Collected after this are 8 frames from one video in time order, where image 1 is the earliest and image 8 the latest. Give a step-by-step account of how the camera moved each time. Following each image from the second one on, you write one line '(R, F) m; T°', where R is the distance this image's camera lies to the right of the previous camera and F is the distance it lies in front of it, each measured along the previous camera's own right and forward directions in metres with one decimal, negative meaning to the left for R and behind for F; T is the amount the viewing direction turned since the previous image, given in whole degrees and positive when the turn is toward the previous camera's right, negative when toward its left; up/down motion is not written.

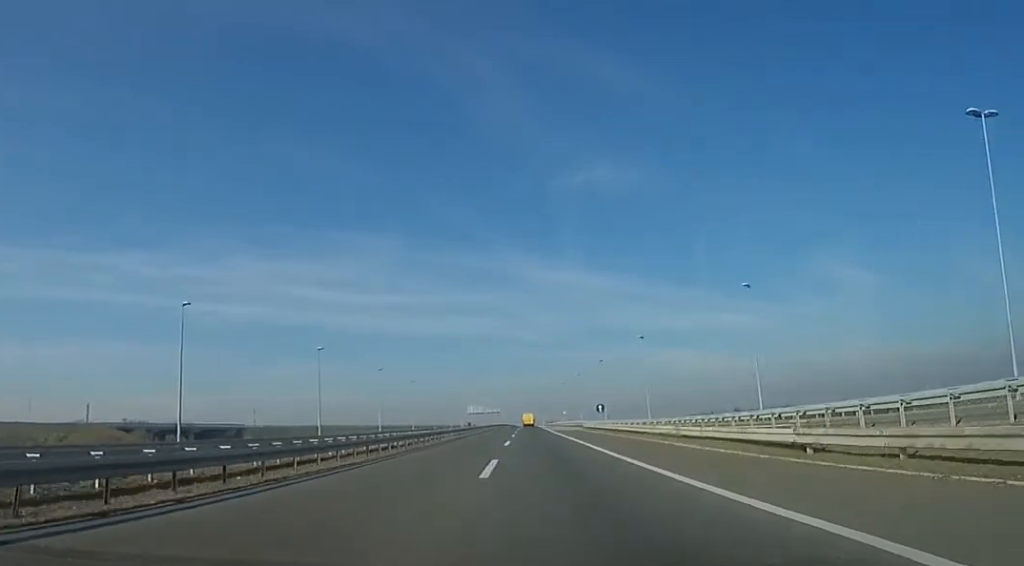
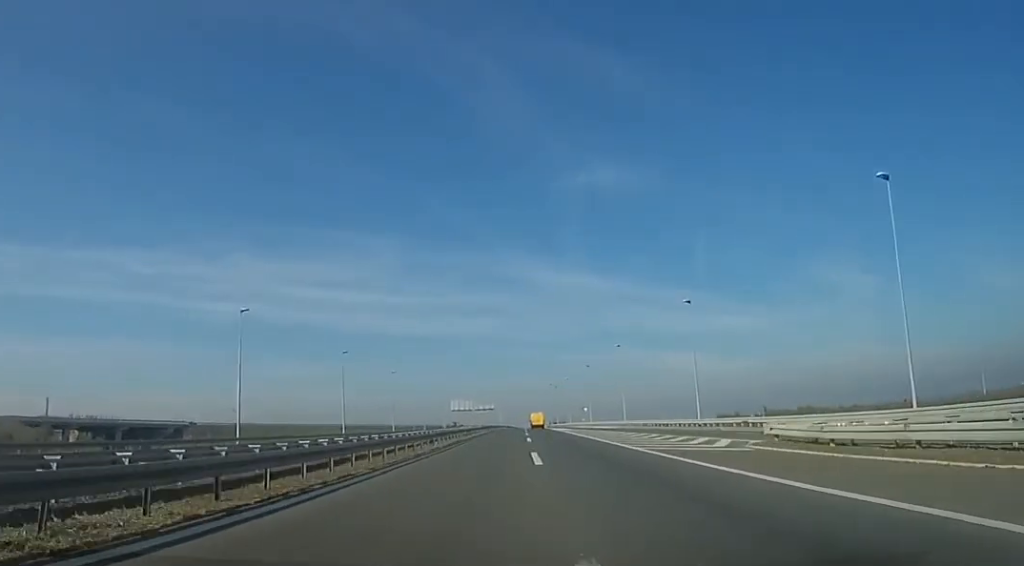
(+0.3, +50.3) m; 0°
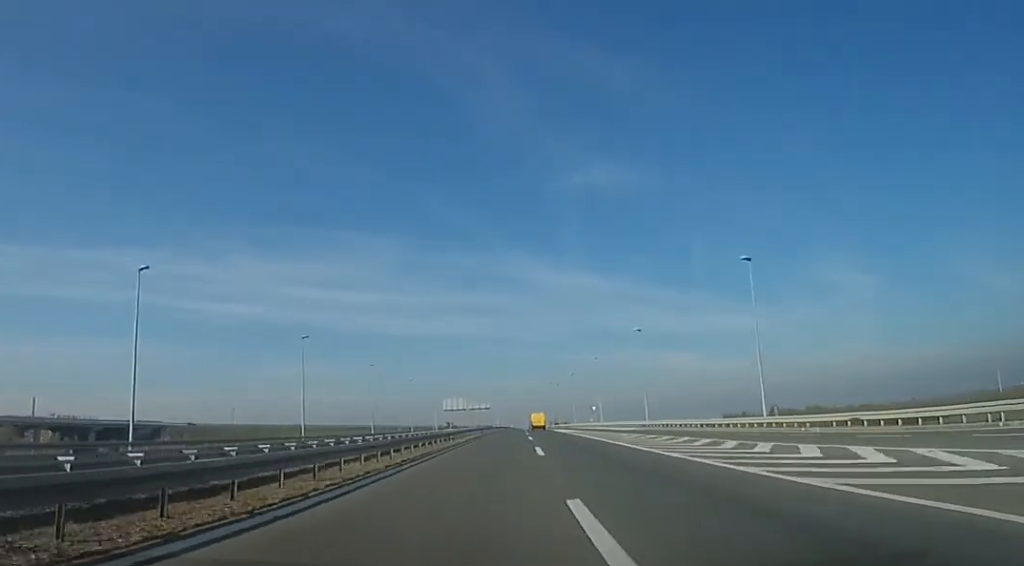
(0.0, +13.9) m; 0°
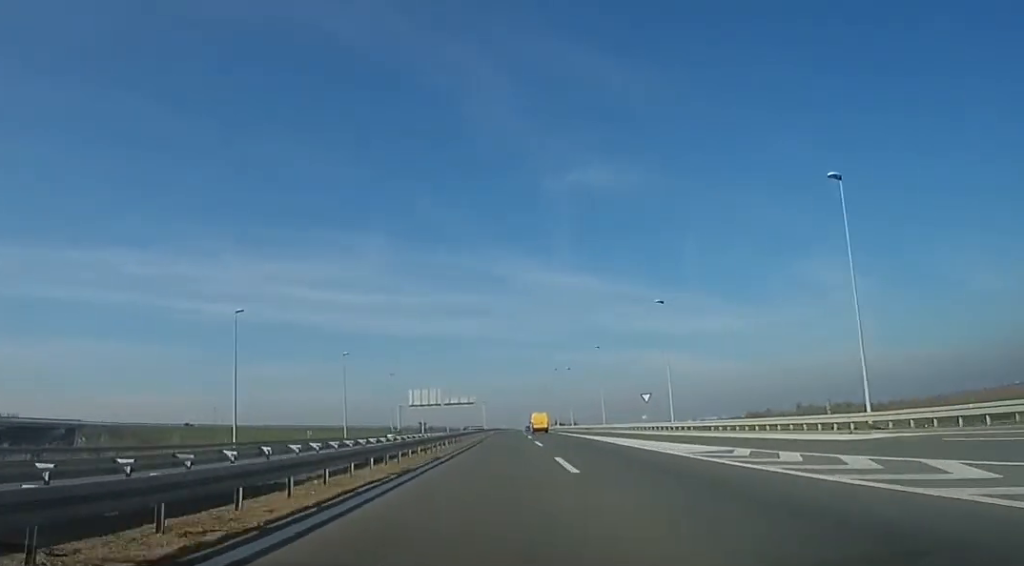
(-0.2, +42.8) m; 0°
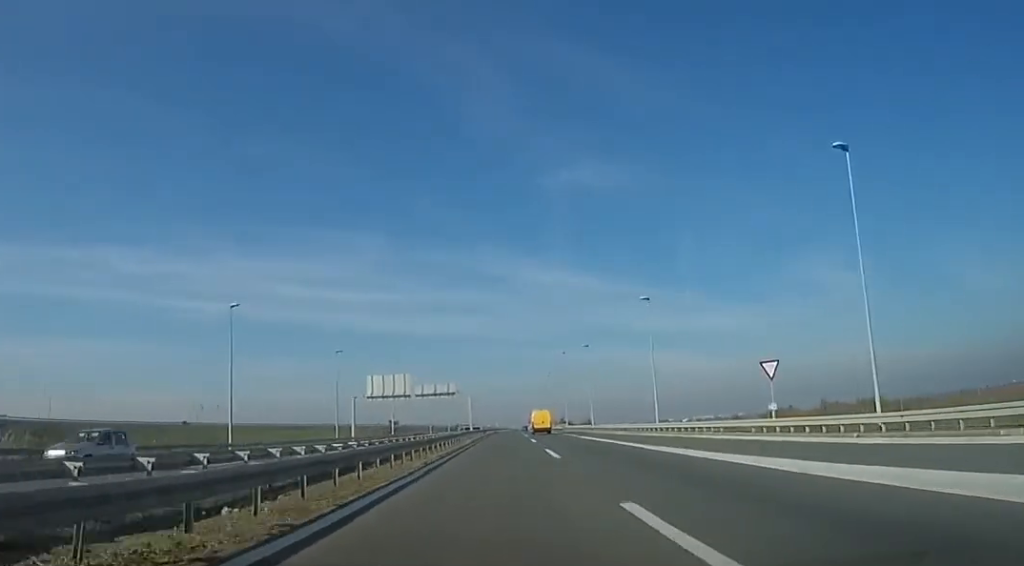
(0.0, +29.5) m; 0°
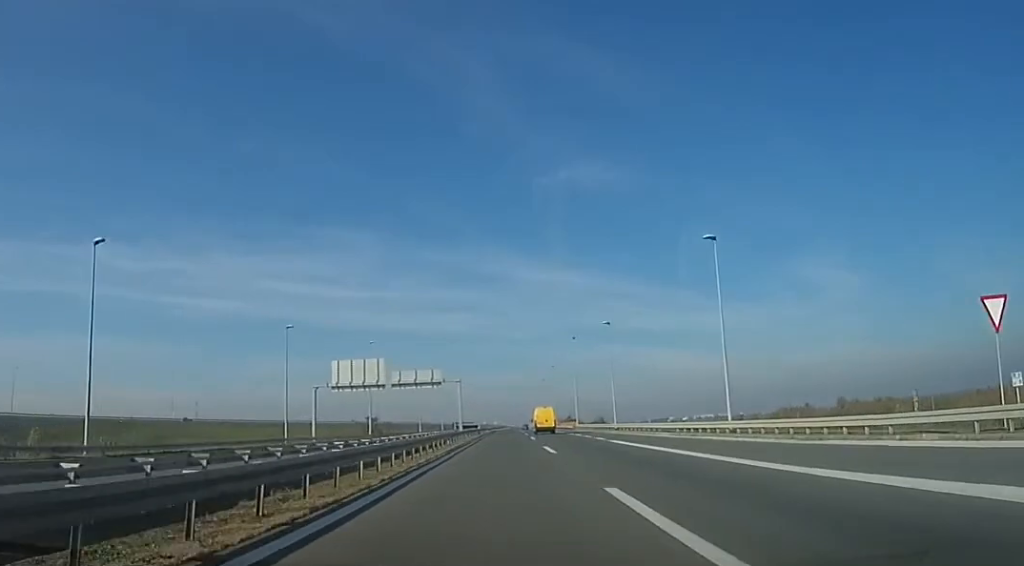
(0.0, +16.1) m; 0°
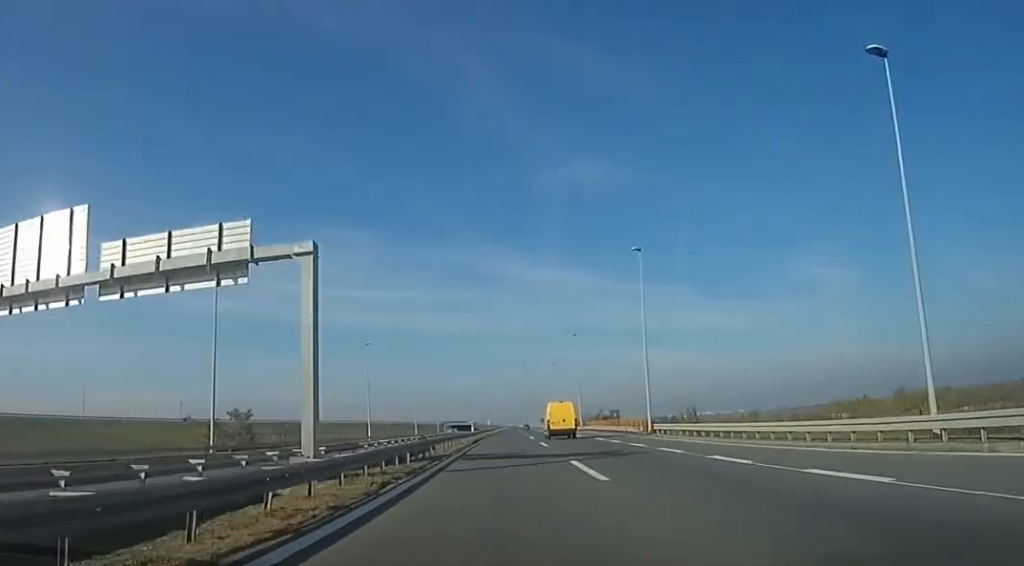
(0.0, +46.4) m; 0°
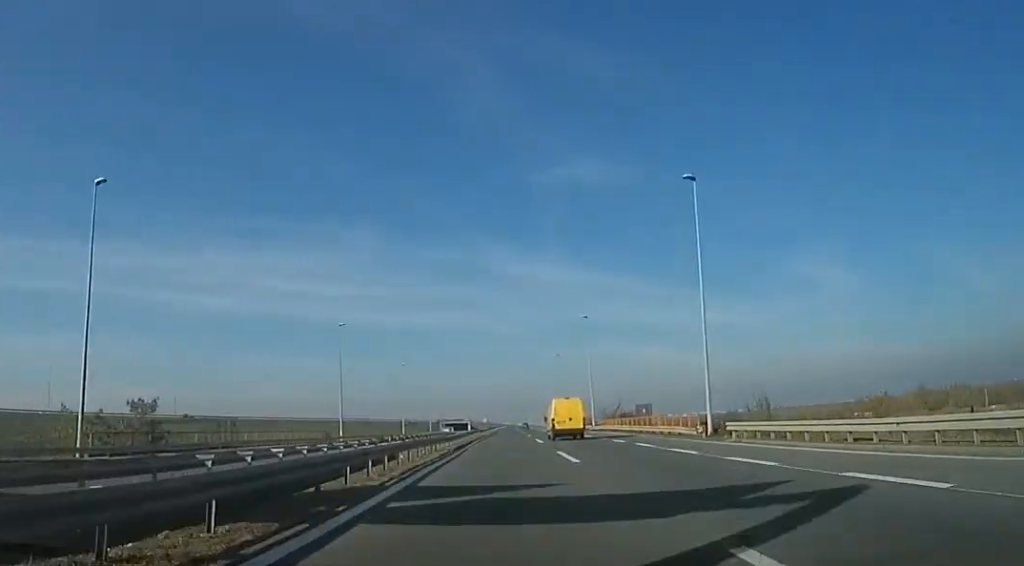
(0.0, +13.6) m; 0°
